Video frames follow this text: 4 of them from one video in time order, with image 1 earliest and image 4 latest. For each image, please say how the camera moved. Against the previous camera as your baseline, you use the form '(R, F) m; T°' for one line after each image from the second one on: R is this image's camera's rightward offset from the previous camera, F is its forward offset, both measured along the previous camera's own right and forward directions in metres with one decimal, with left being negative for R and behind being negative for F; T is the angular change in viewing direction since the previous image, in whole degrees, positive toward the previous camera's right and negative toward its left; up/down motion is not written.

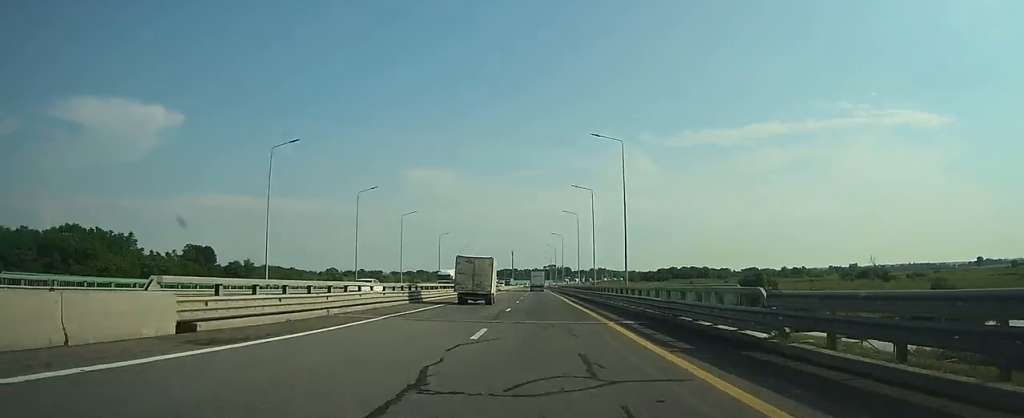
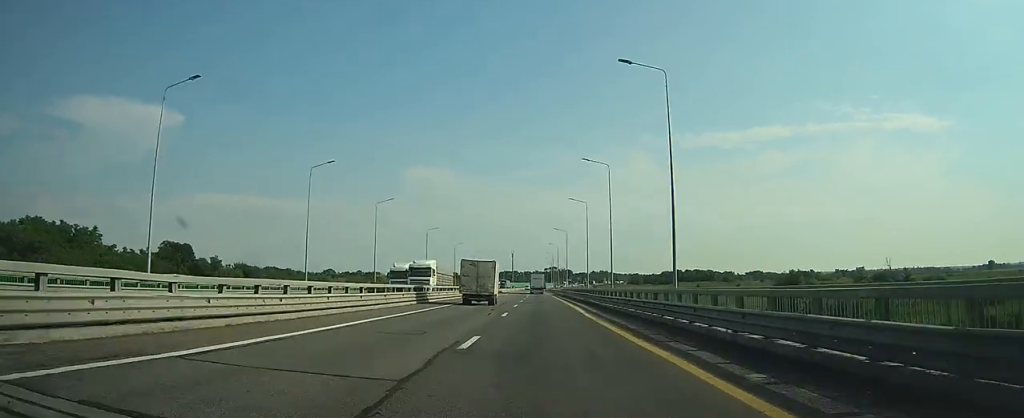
(-0.1, +15.9) m; 0°
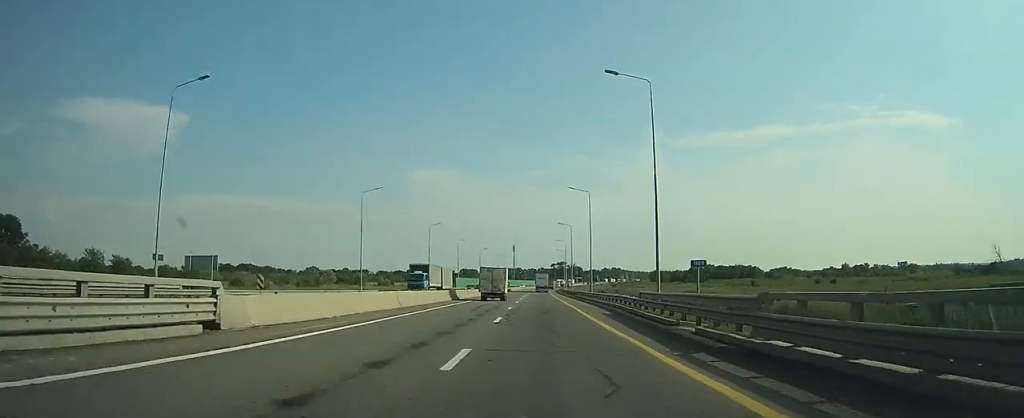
(+1.5, +86.2) m; +1°
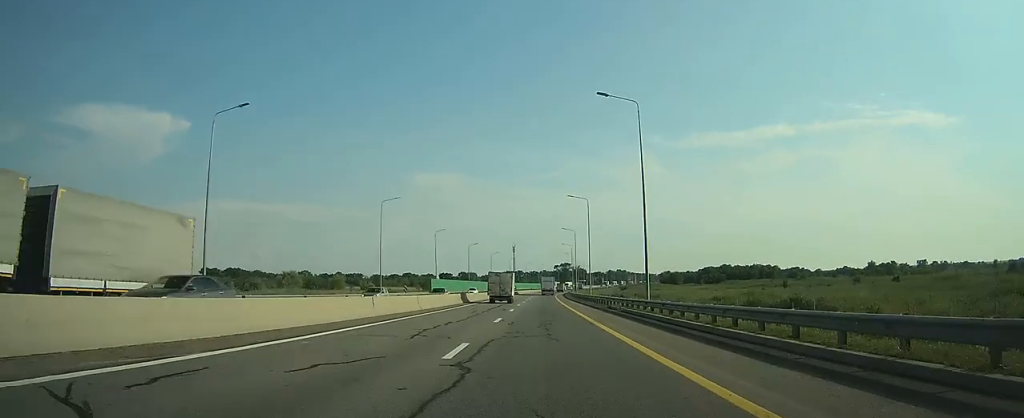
(0.0, +34.5) m; 0°
